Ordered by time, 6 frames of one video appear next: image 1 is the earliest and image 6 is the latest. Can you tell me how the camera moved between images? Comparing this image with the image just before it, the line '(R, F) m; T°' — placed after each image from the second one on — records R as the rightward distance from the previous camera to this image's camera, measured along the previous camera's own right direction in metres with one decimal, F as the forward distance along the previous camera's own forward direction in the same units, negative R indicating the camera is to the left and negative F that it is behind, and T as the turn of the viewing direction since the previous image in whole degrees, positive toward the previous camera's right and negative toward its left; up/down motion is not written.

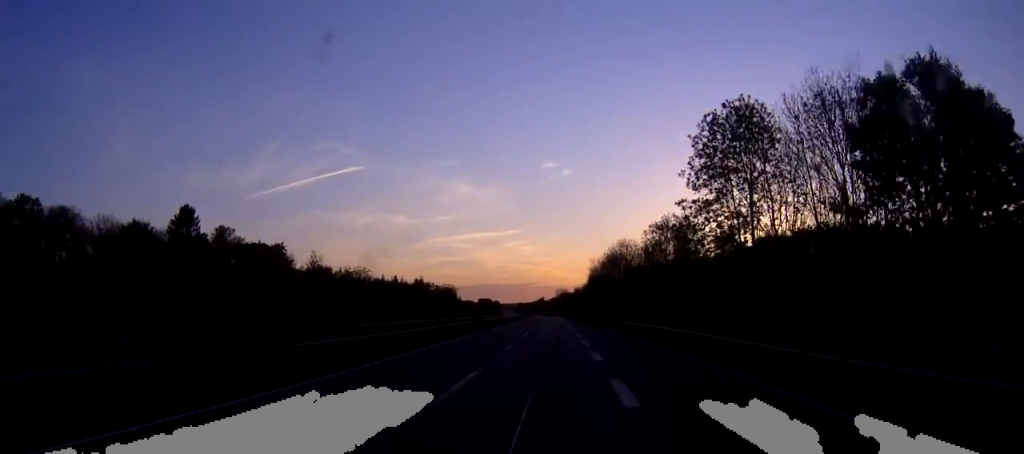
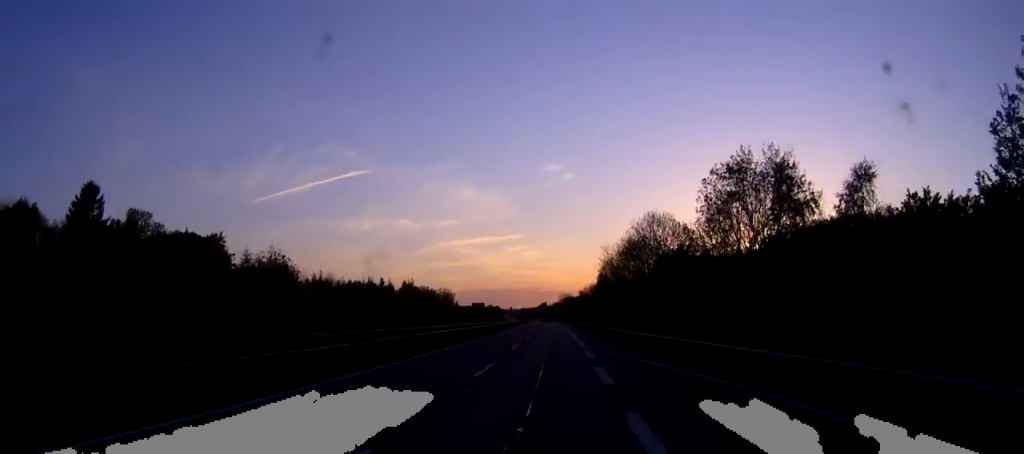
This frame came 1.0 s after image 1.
(-0.1, +29.7) m; 0°
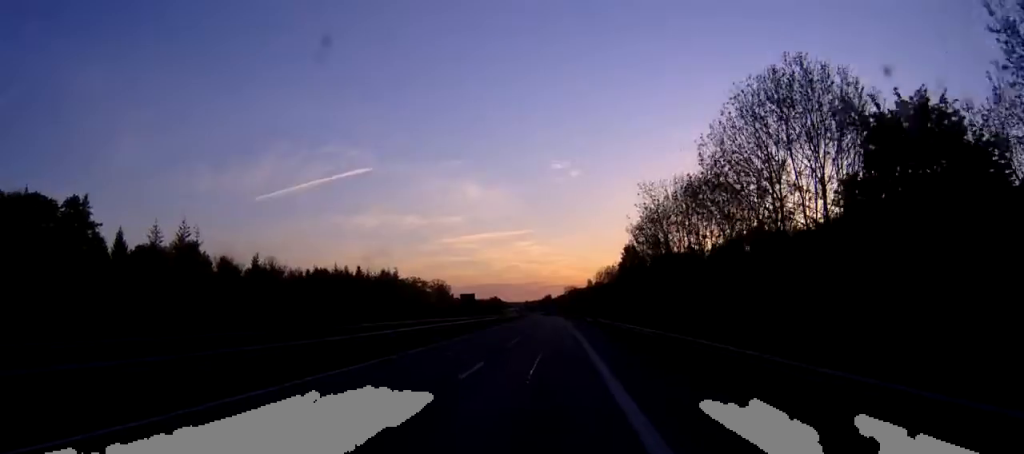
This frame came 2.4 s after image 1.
(-0.1, +40.4) m; 0°
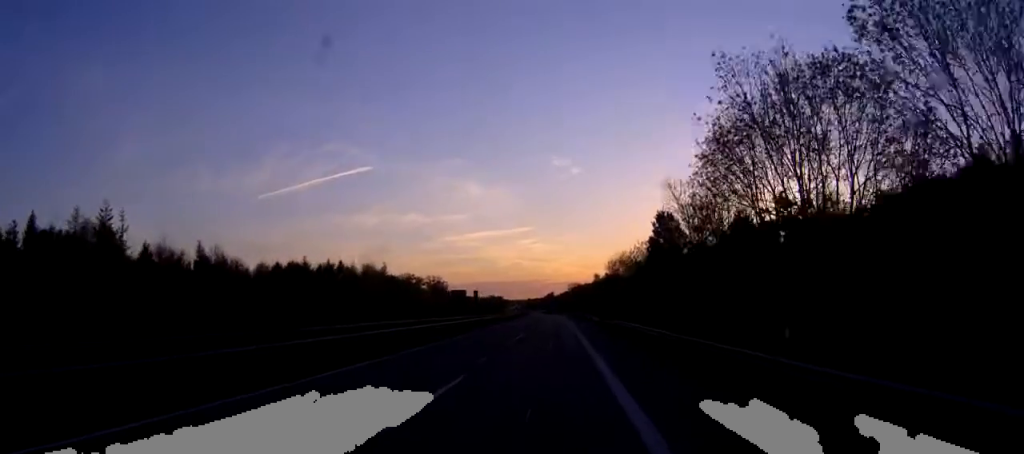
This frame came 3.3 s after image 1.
(-0.1, +24.2) m; 0°
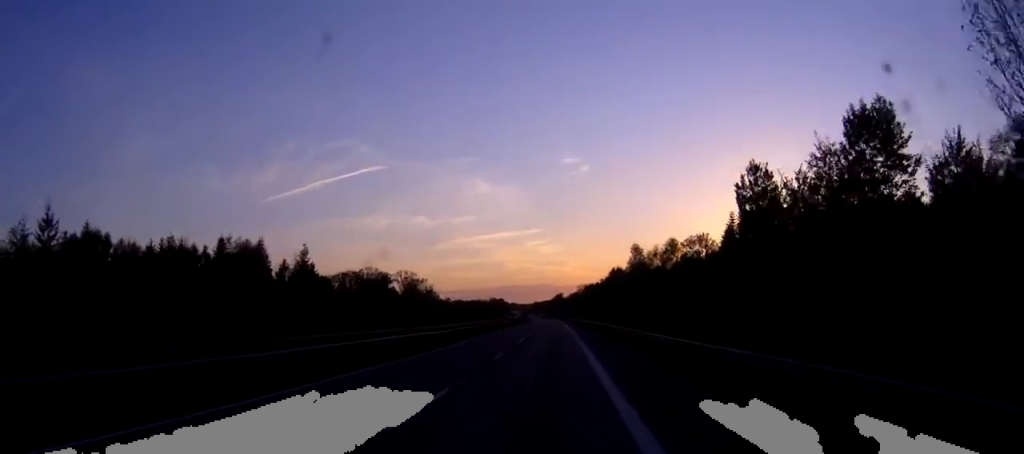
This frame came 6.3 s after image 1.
(-0.5, +88.7) m; -1°
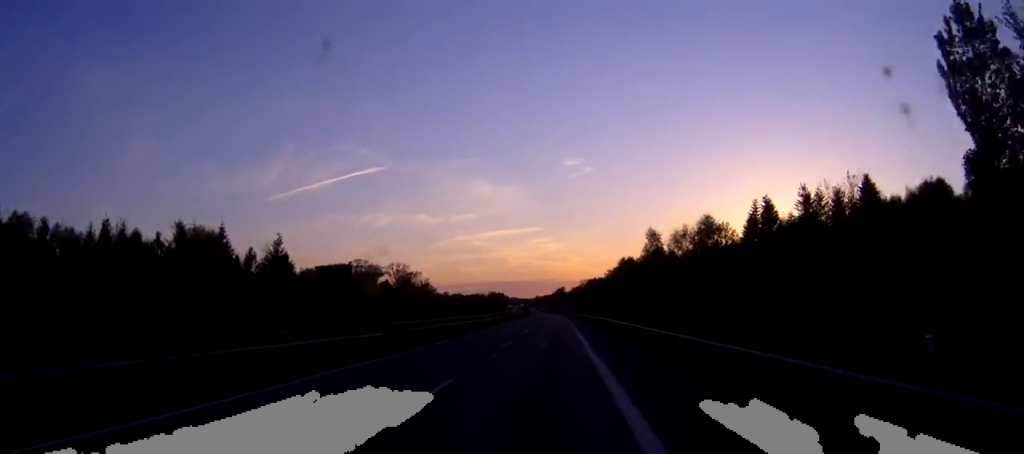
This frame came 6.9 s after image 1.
(0.0, +17.6) m; 0°
